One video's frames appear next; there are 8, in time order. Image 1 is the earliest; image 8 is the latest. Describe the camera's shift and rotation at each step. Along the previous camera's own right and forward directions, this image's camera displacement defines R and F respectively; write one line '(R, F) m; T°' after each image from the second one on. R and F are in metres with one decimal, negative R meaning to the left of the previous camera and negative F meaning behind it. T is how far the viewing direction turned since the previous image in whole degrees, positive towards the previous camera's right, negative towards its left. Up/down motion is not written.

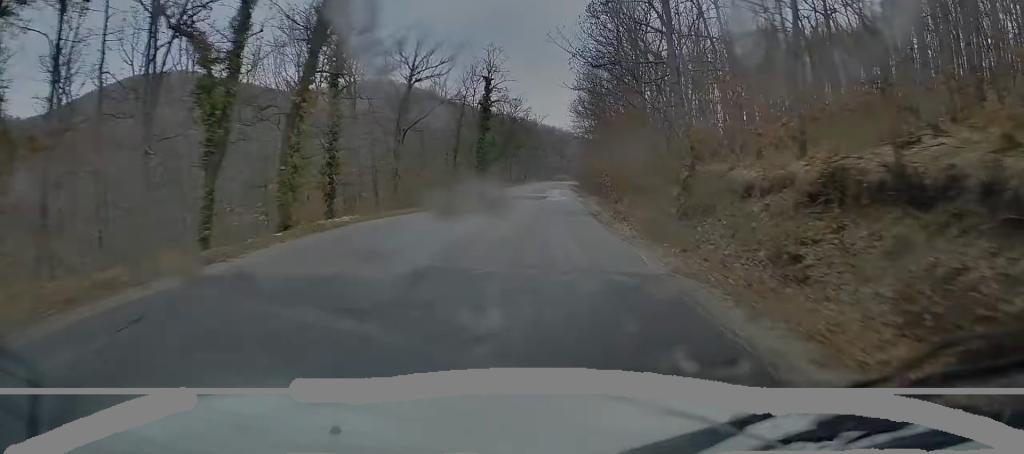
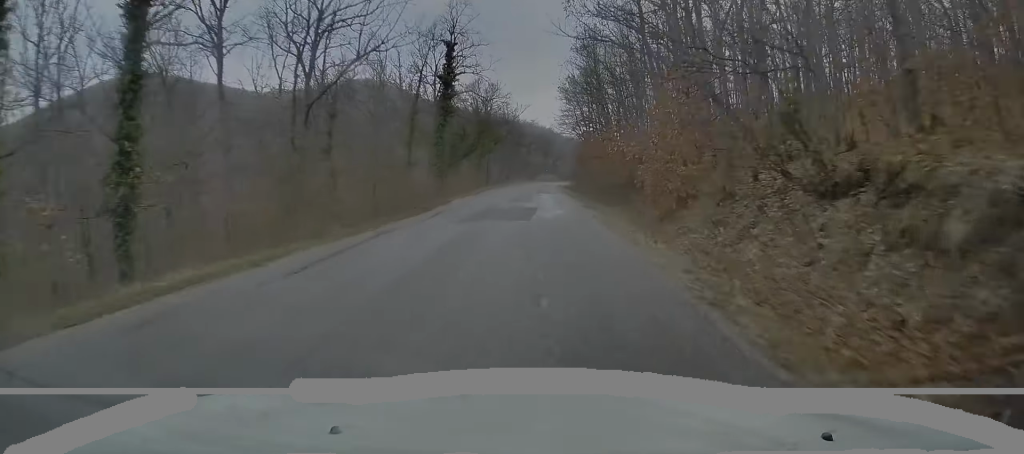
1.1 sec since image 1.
(+0.3, +16.8) m; +1°
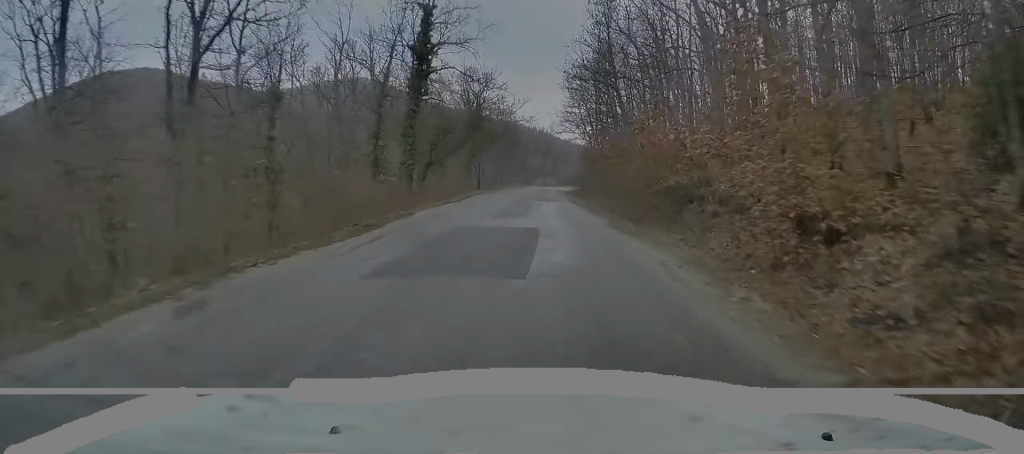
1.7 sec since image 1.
(+0.1, +10.0) m; 0°
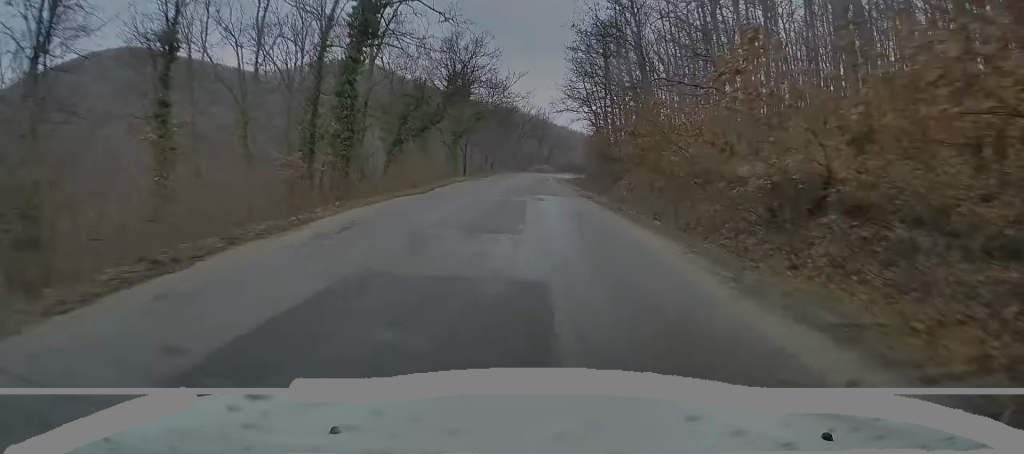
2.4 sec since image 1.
(0.0, +10.8) m; 0°
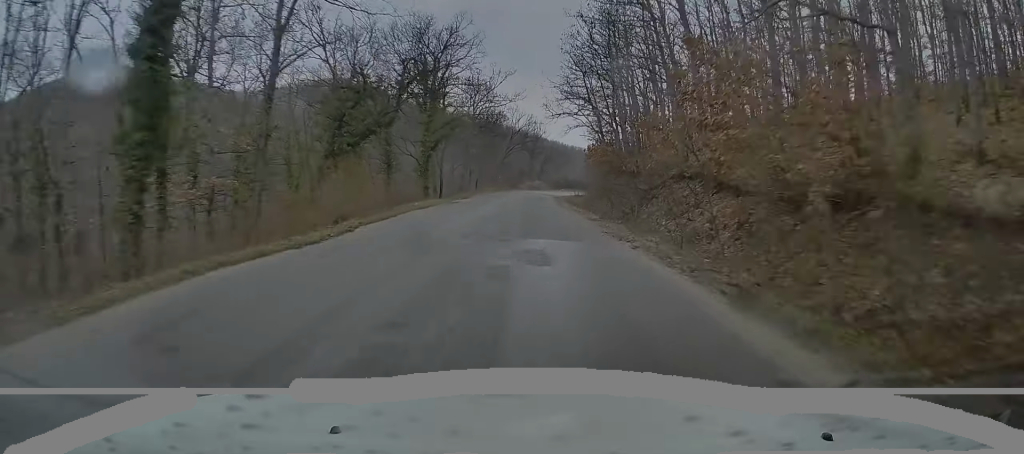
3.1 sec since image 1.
(0.0, +11.4) m; 0°
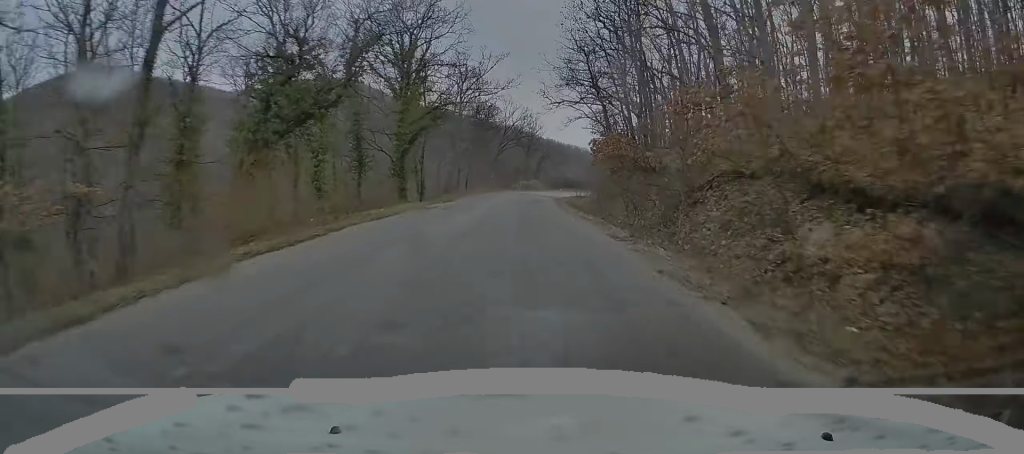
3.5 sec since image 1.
(0.0, +7.0) m; 0°
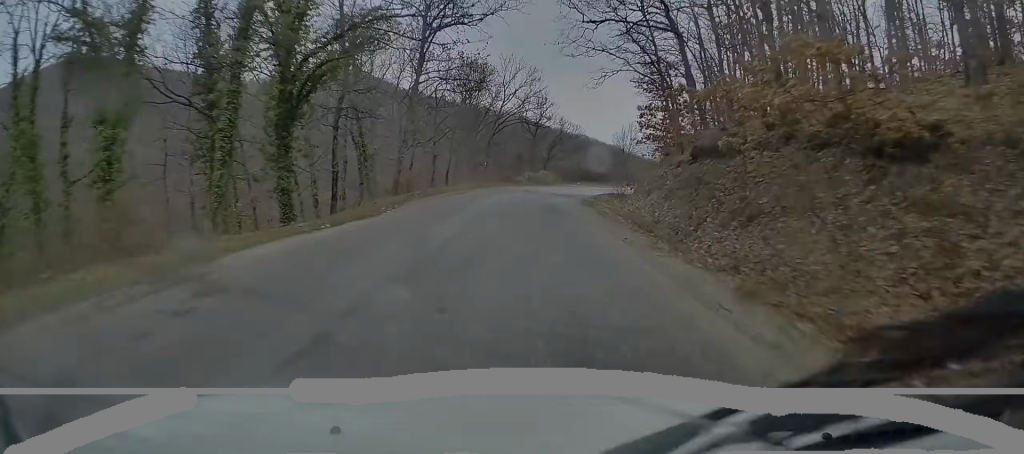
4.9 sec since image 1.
(0.0, +21.1) m; 0°
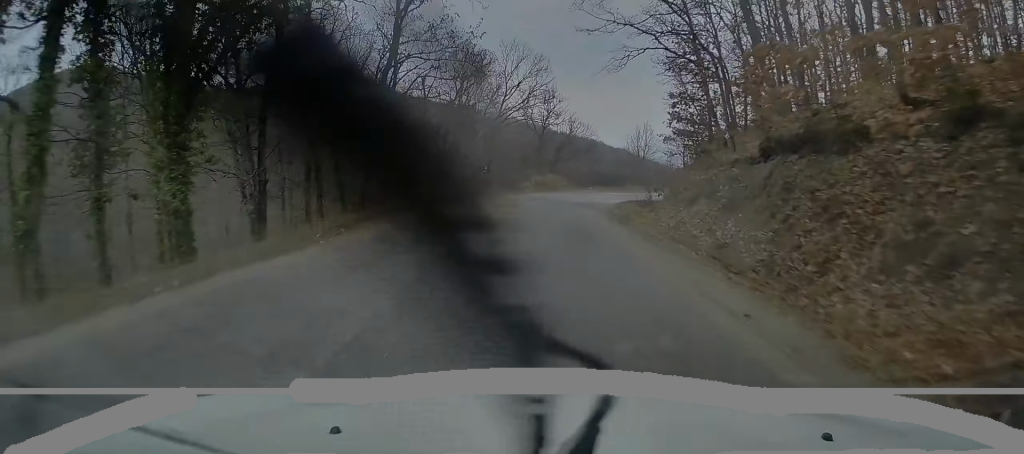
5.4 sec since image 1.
(0.0, +7.0) m; 0°
